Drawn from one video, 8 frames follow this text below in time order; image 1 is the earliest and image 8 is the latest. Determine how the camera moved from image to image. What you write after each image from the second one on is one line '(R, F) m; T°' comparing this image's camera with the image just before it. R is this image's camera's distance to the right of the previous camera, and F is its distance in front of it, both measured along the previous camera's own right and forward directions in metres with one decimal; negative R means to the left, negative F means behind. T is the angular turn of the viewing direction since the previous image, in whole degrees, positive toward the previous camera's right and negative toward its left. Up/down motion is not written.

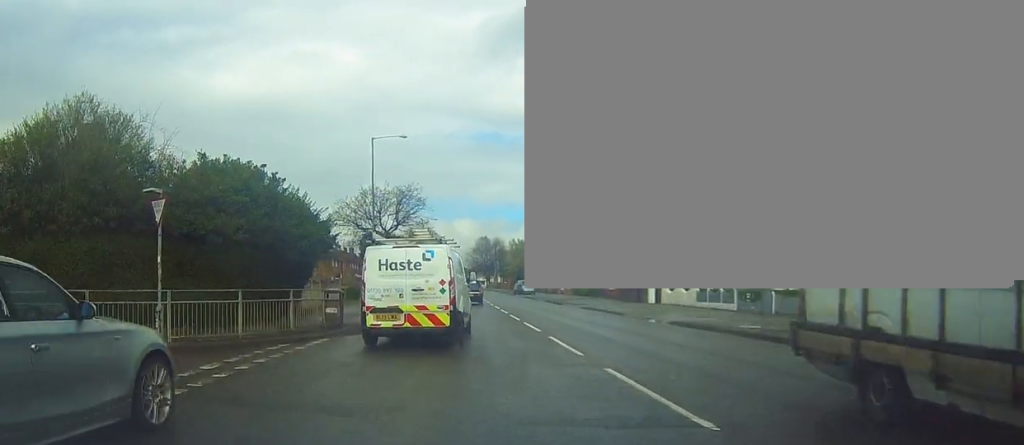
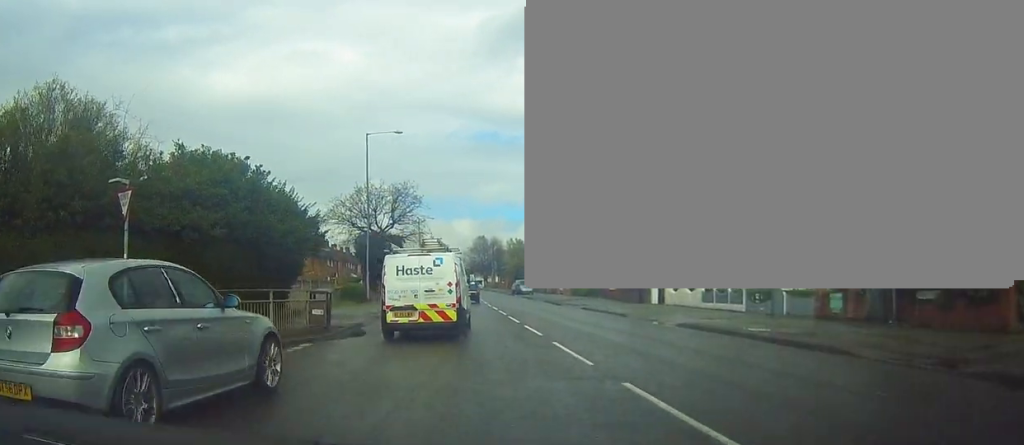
(0.0, +1.3) m; -1°
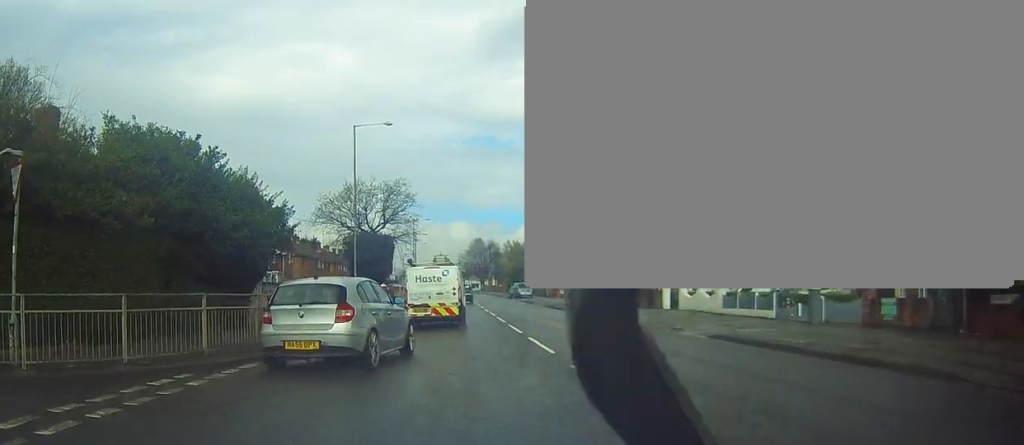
(0.0, +3.4) m; 0°
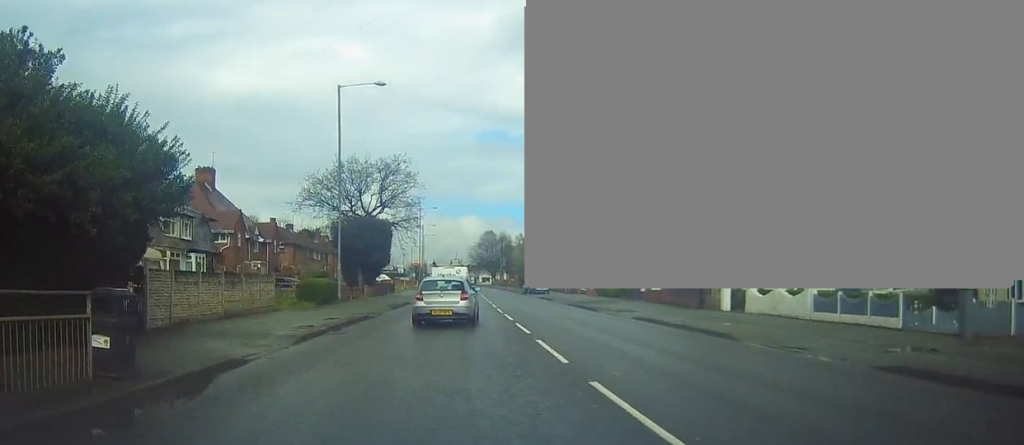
(0.0, +7.8) m; 0°
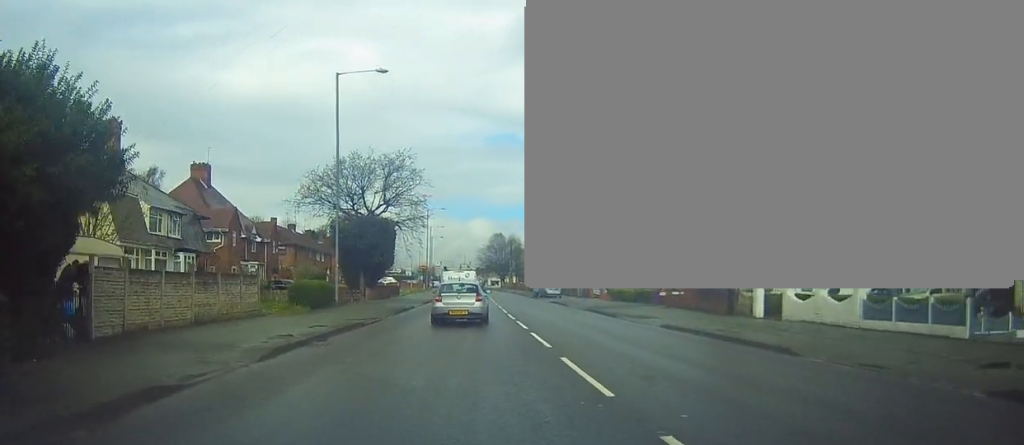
(0.0, +2.8) m; -1°
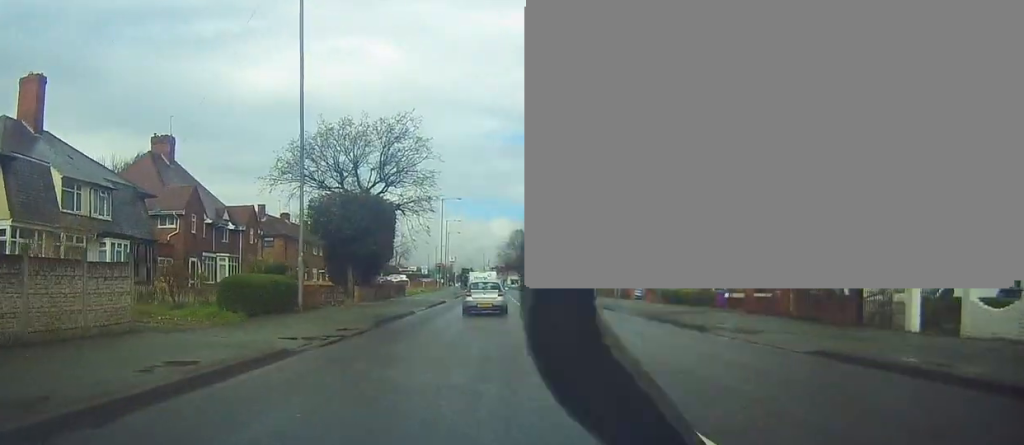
(-0.3, +9.8) m; -4°
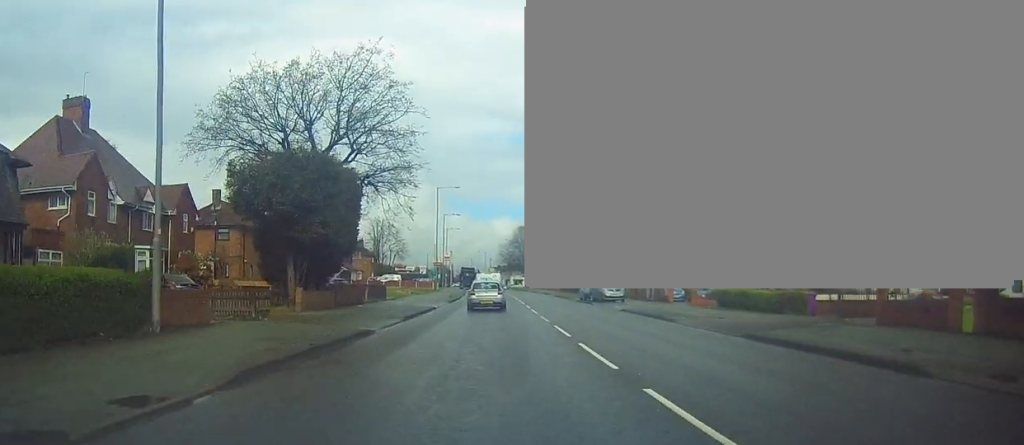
(-0.3, +10.7) m; +3°
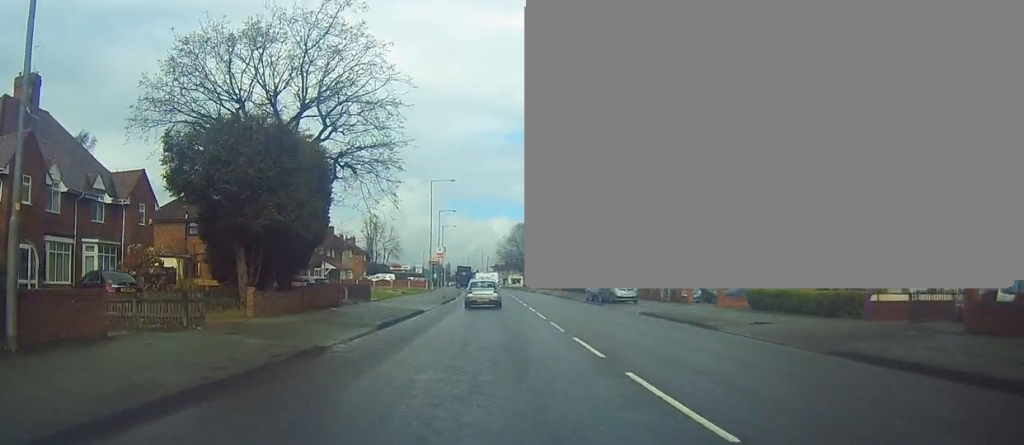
(+0.4, +4.7) m; +1°
